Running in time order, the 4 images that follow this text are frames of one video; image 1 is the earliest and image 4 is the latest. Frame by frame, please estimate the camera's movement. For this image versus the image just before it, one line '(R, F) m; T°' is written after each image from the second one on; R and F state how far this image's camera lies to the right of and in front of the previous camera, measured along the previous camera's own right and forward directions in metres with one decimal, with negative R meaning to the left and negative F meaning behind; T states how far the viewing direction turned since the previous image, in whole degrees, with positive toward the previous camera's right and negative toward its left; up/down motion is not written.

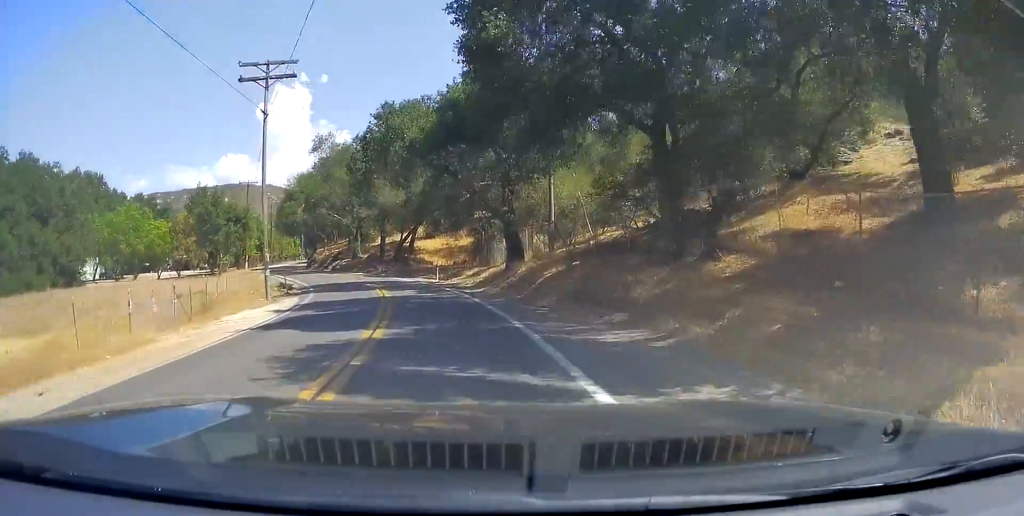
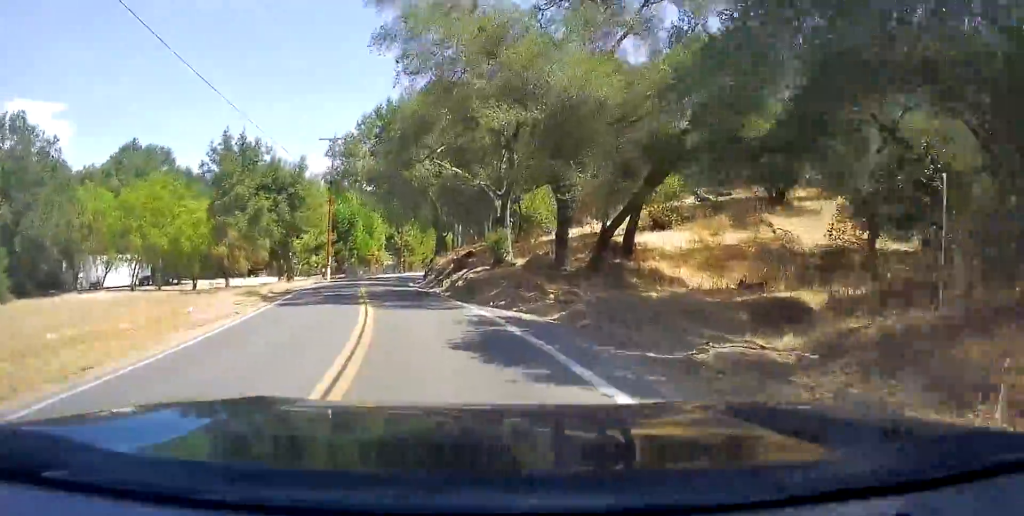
(-5.8, +36.9) m; -17°
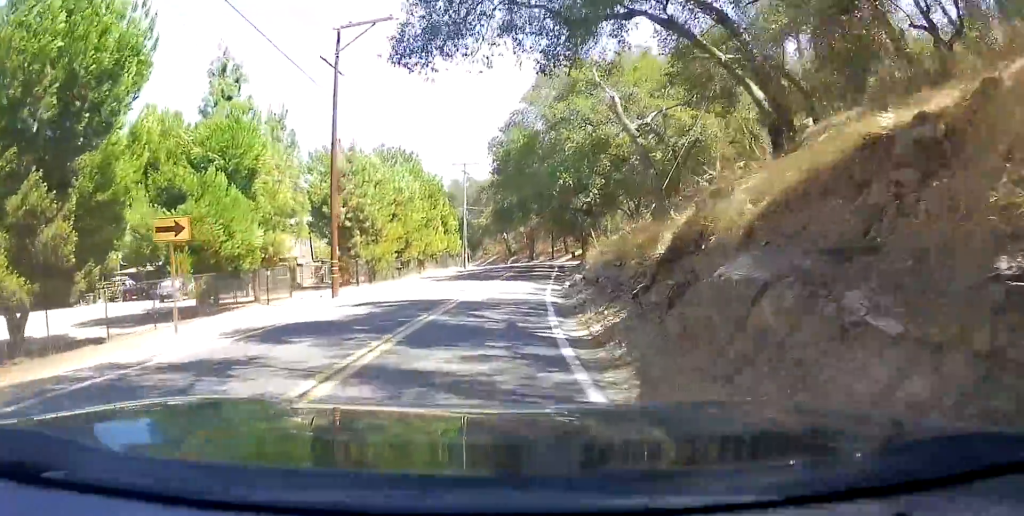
(-6.7, +58.0) m; 0°
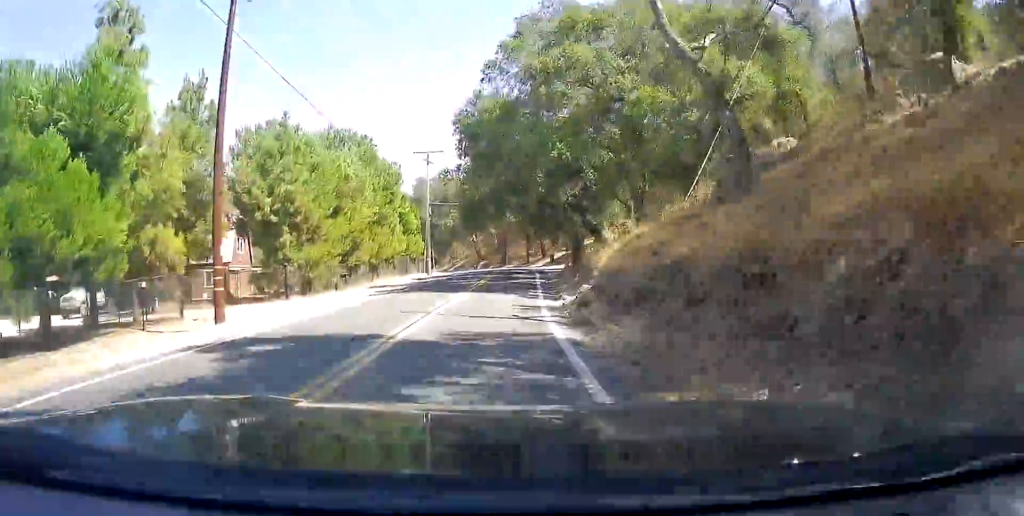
(-0.1, +9.4) m; +2°
